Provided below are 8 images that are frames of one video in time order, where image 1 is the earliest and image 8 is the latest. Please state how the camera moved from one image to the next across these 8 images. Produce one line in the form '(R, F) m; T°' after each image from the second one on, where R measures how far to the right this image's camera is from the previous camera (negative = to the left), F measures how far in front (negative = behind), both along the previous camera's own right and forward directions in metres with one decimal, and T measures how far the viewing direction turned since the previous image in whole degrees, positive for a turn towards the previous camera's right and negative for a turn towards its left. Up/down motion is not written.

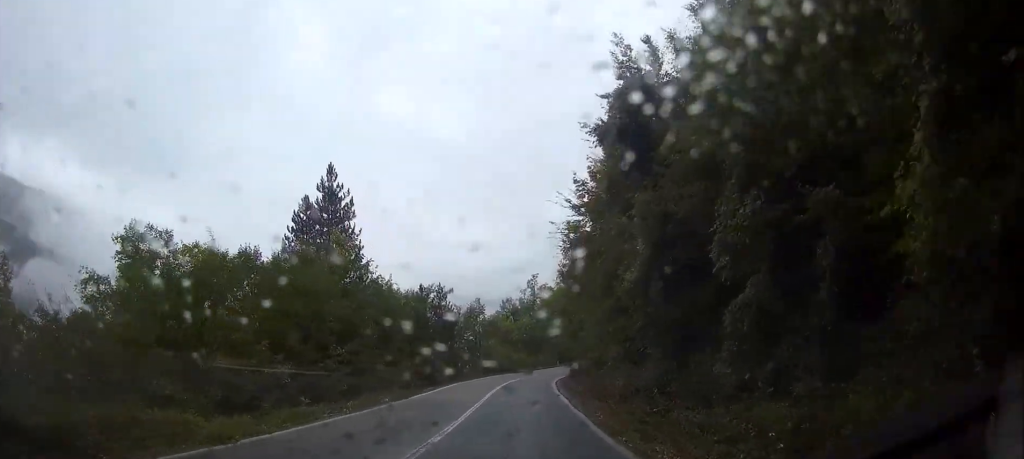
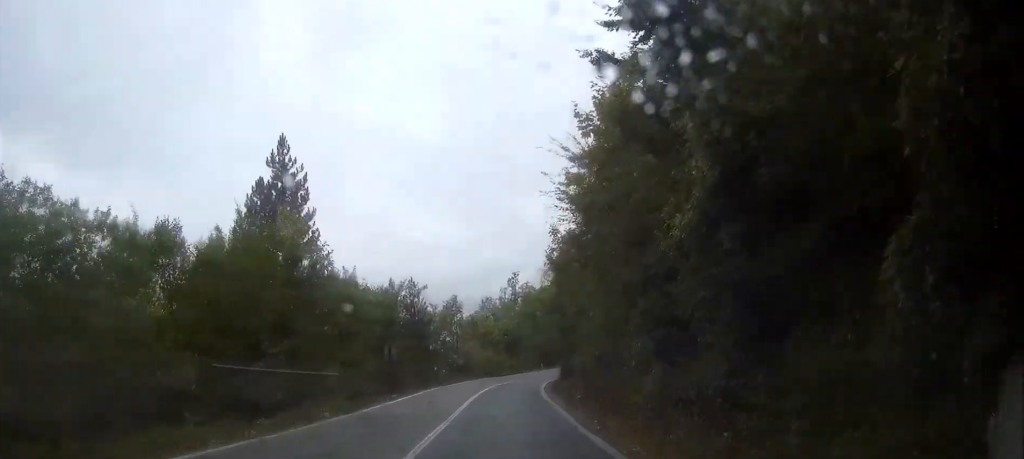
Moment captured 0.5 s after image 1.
(+0.1, +6.2) m; +1°
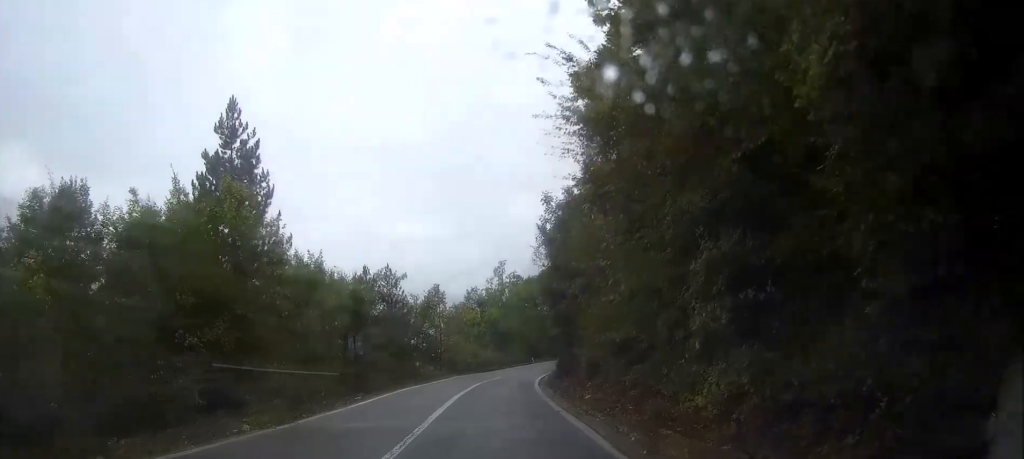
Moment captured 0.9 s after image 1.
(0.0, +5.4) m; +1°
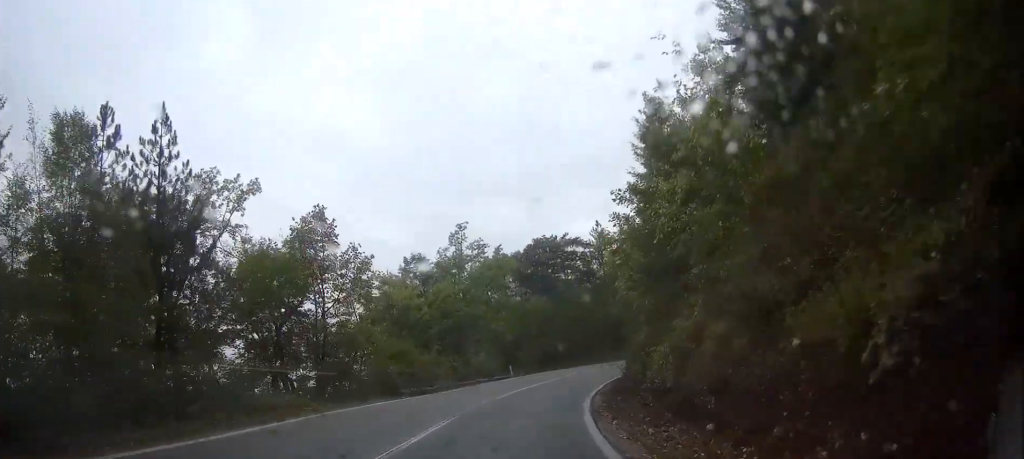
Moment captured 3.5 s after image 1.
(+1.0, +32.9) m; +4°
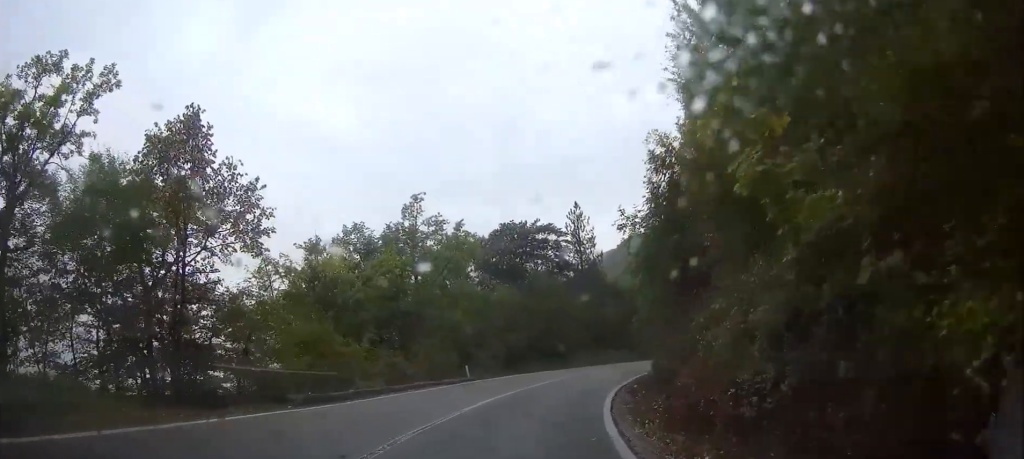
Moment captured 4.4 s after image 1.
(+0.1, +11.0) m; +4°
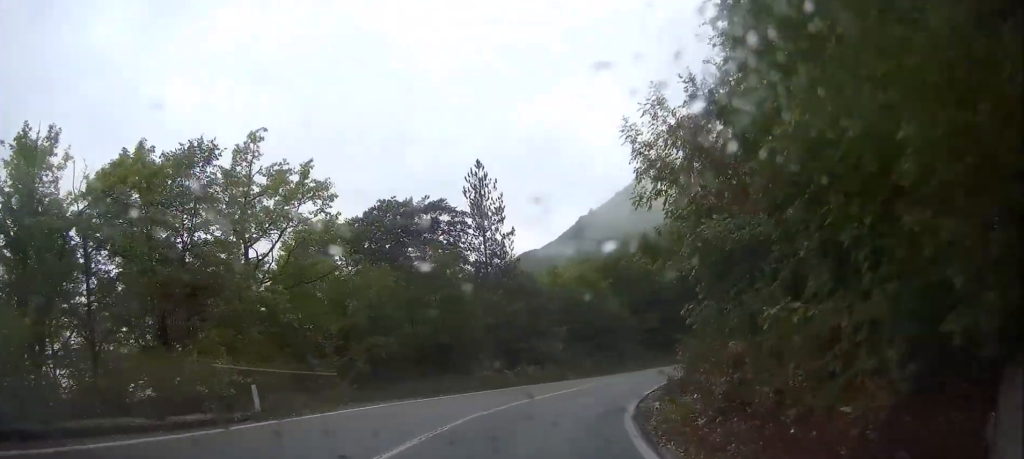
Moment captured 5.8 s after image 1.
(+1.6, +18.7) m; +11°
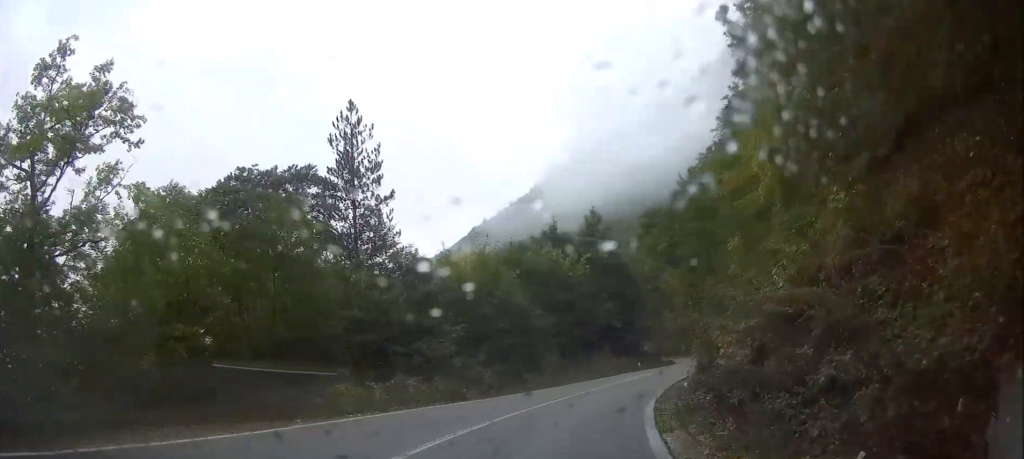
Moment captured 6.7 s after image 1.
(+0.9, +12.4) m; +10°
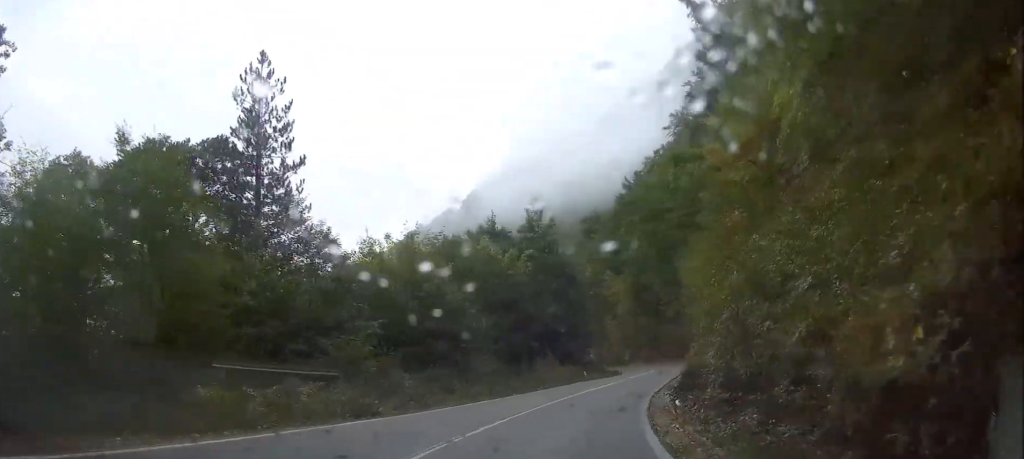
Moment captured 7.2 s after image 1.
(0.0, +6.1) m; +5°
